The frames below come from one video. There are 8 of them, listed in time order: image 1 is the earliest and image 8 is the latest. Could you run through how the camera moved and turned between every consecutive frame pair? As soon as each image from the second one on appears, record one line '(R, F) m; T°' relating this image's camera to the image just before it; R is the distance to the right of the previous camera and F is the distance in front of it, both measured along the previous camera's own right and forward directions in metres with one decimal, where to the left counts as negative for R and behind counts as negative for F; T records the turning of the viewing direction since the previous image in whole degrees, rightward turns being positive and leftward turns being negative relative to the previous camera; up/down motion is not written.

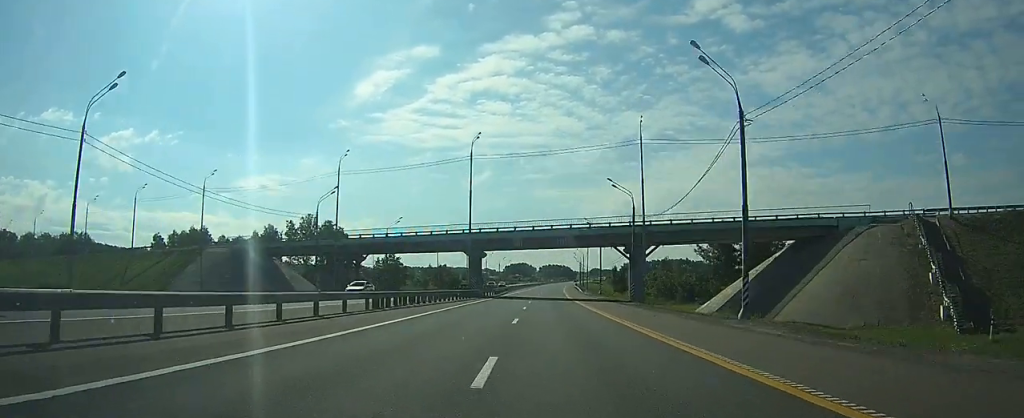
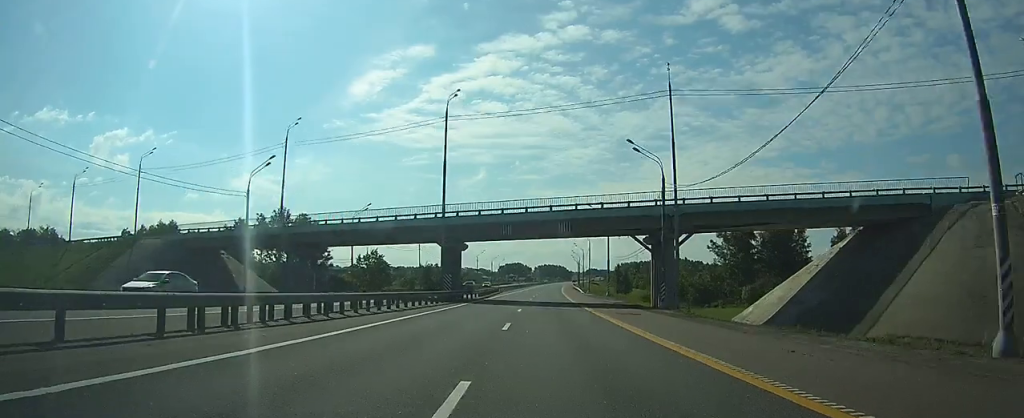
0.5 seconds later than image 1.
(+0.1, +14.6) m; +1°
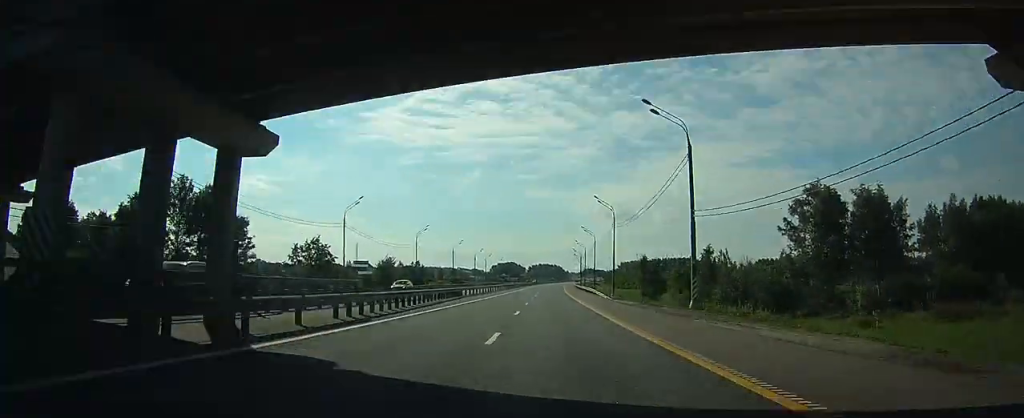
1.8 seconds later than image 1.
(+0.4, +40.8) m; +1°
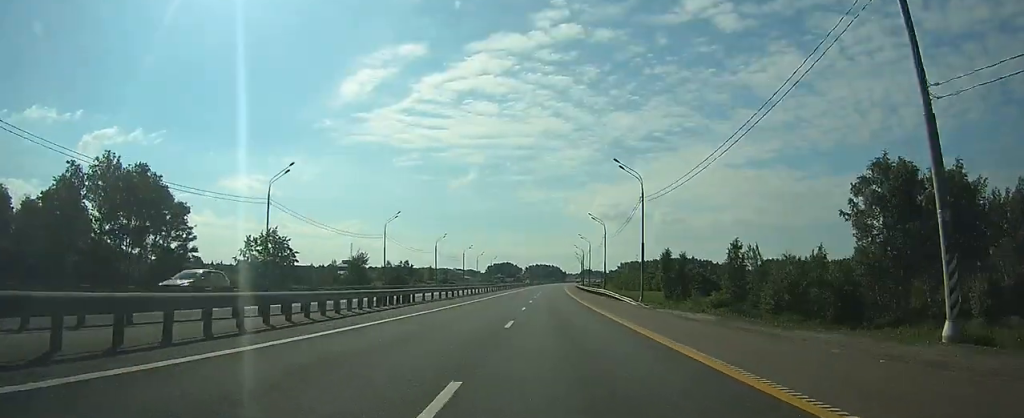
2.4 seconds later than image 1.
(0.0, +20.0) m; +1°
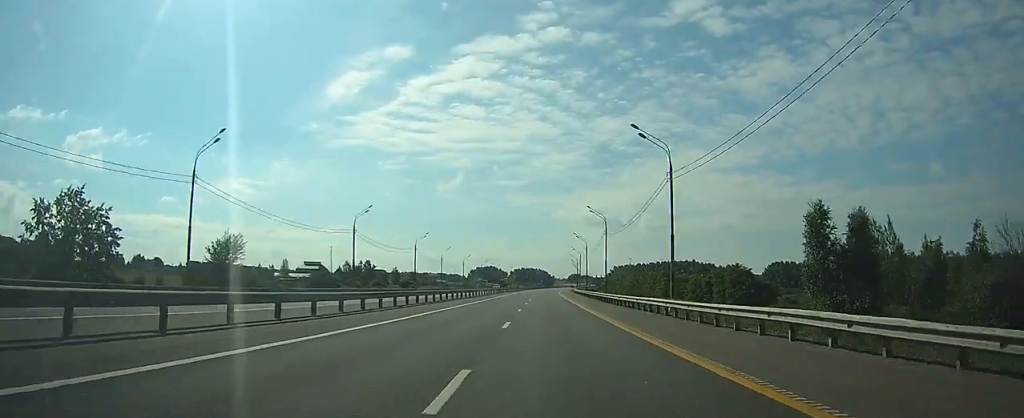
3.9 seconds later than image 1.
(+0.7, +47.5) m; +1°
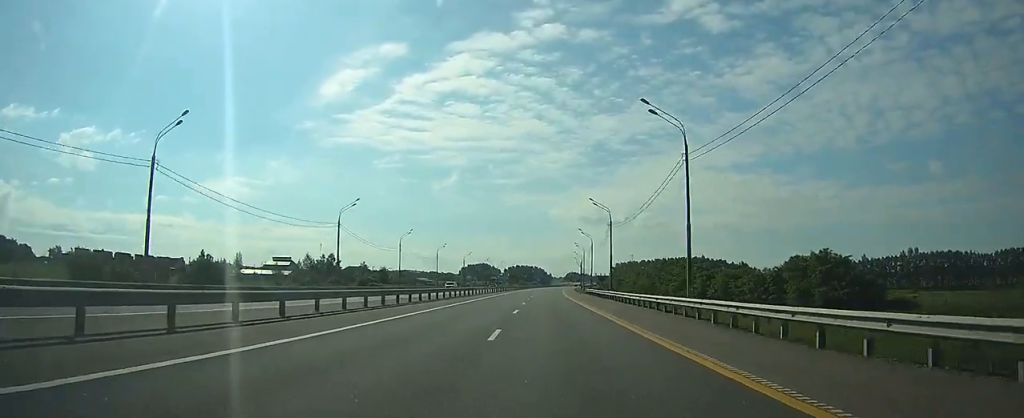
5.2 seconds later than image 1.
(+0.2, +41.3) m; +1°
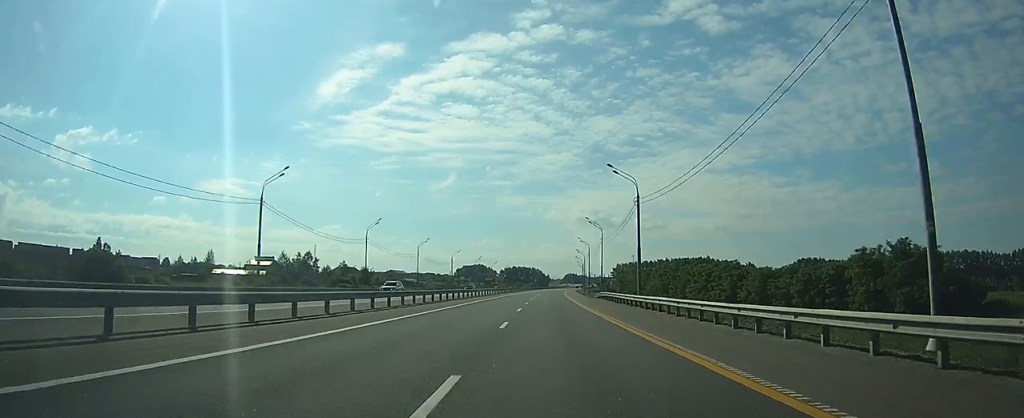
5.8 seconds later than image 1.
(+0.1, +20.1) m; 0°
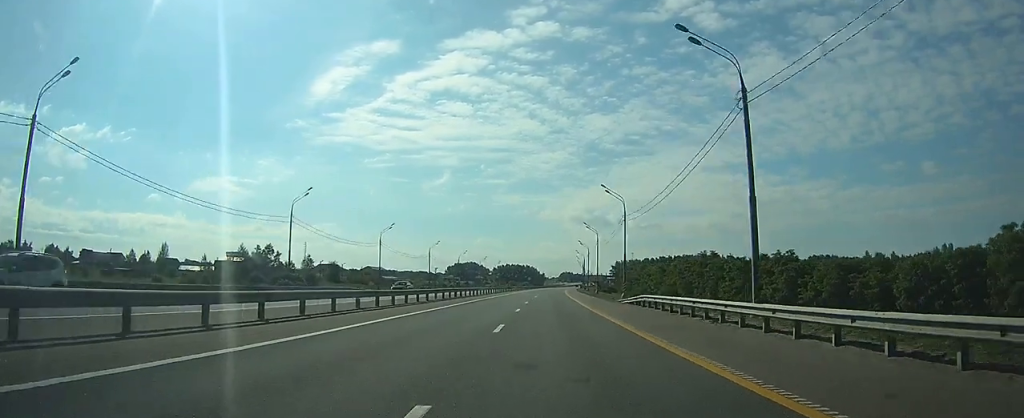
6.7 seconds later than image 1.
(0.0, +26.3) m; 0°
